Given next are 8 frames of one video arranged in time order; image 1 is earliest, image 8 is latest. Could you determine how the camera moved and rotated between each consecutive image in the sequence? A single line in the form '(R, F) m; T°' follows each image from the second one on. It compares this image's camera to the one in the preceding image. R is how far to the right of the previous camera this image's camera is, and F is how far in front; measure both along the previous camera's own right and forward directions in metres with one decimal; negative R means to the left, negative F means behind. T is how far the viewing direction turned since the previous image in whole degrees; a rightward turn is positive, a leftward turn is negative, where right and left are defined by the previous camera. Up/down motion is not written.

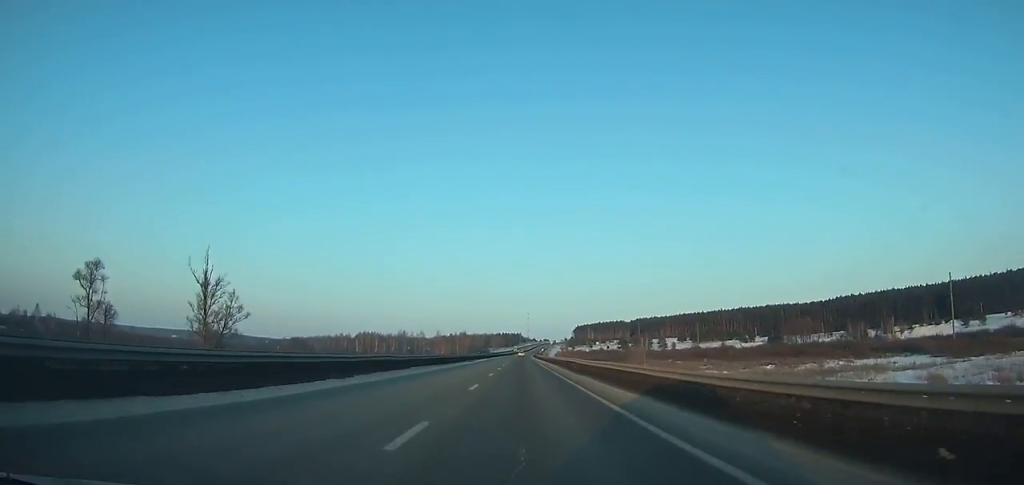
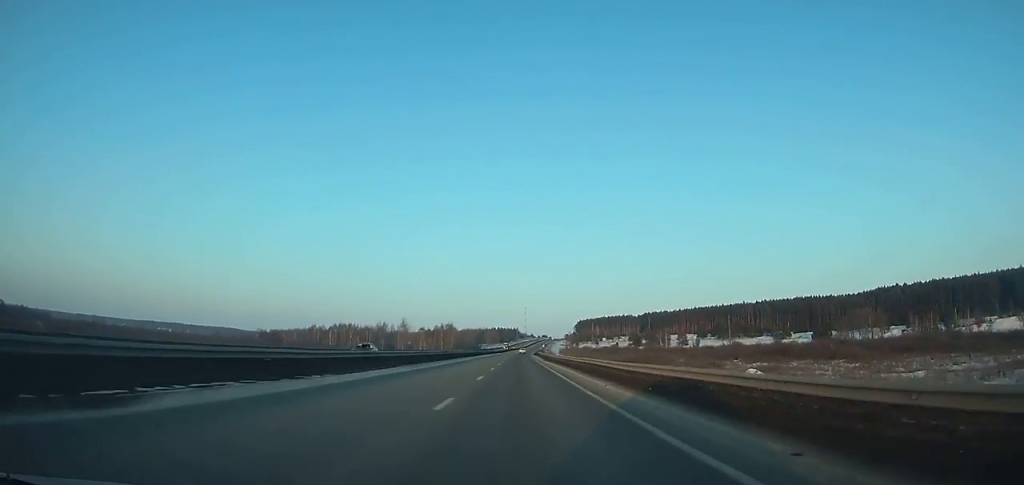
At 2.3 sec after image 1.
(0.0, +67.2) m; 0°
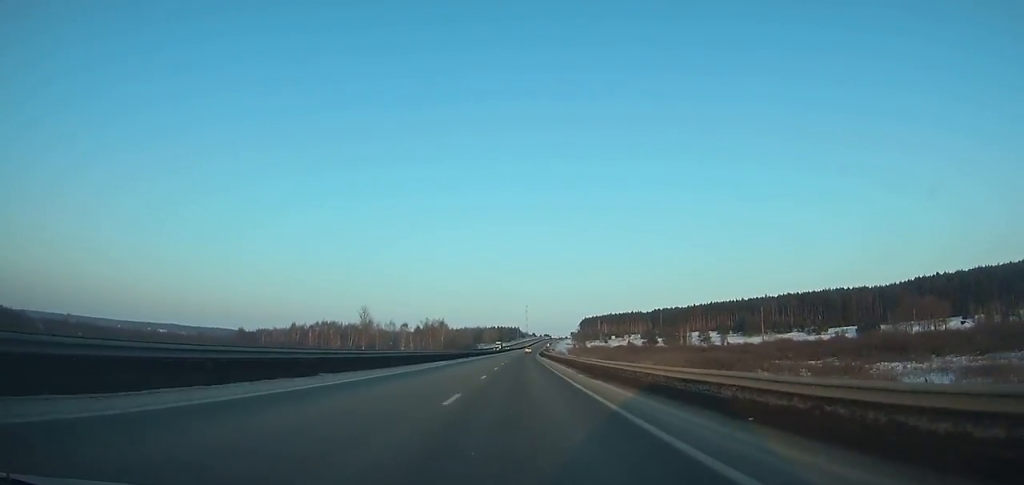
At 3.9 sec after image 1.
(-0.1, +46.4) m; 0°
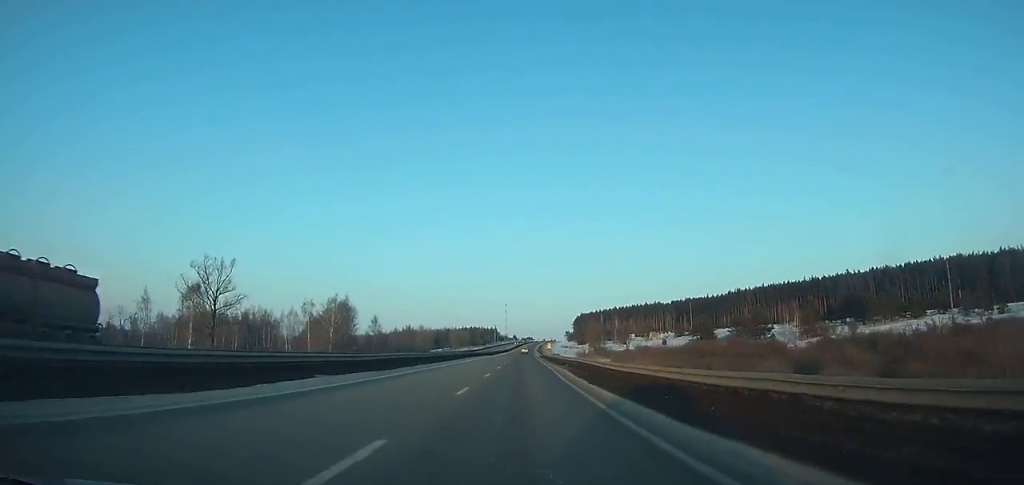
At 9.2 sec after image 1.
(+2.9, +151.3) m; +2°
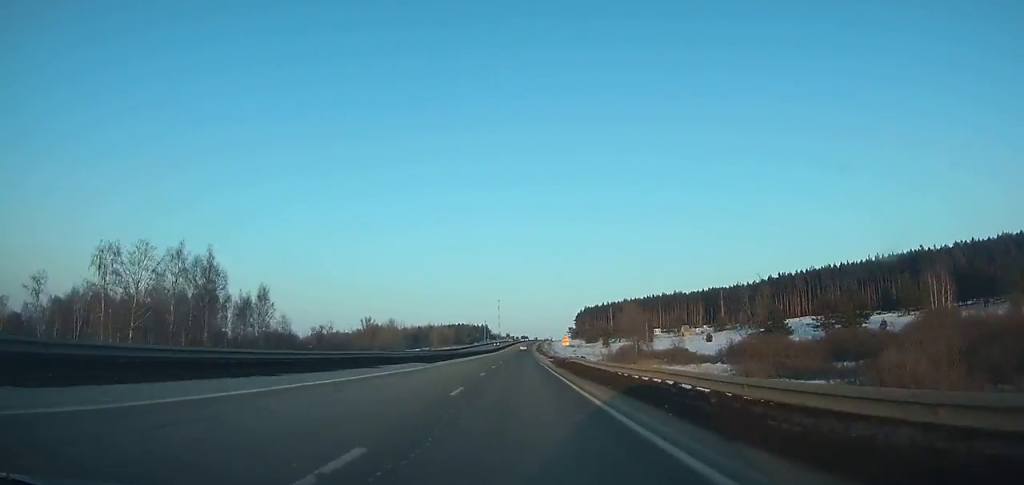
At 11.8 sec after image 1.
(+0.4, +73.5) m; 0°
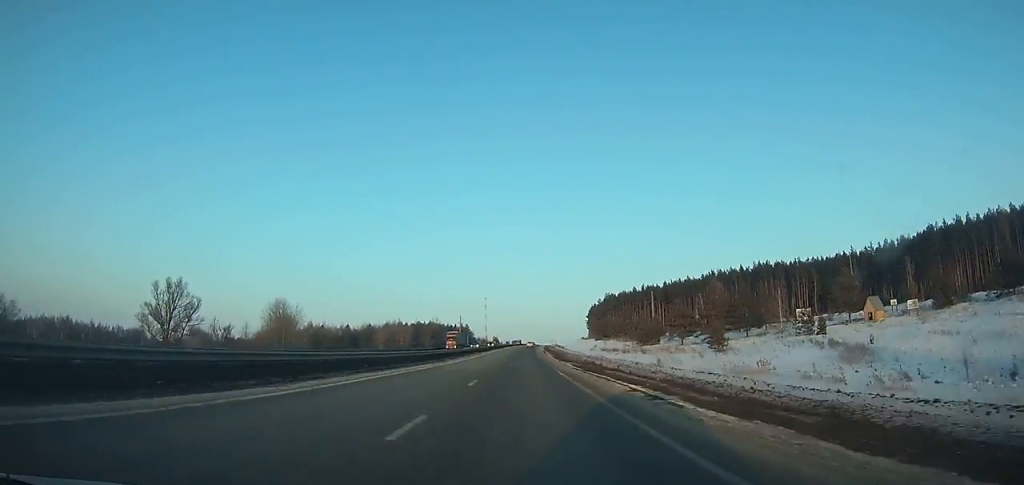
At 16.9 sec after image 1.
(+1.6, +141.5) m; +2°
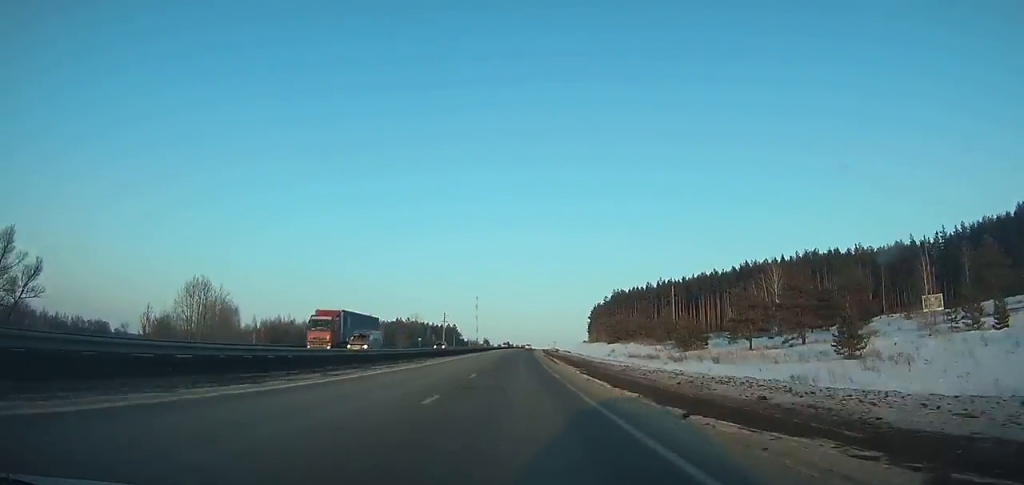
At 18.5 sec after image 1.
(+0.3, +44.1) m; +1°
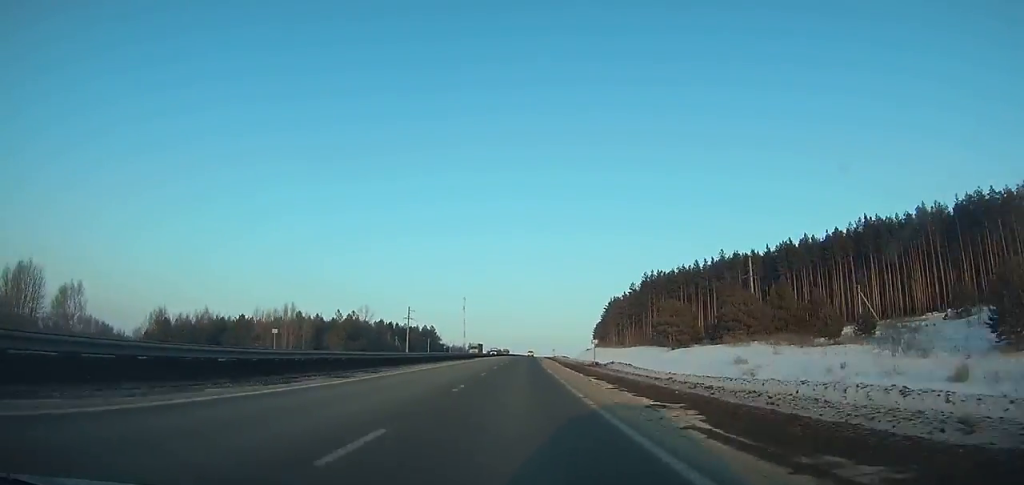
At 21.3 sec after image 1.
(+0.6, +77.3) m; +1°
